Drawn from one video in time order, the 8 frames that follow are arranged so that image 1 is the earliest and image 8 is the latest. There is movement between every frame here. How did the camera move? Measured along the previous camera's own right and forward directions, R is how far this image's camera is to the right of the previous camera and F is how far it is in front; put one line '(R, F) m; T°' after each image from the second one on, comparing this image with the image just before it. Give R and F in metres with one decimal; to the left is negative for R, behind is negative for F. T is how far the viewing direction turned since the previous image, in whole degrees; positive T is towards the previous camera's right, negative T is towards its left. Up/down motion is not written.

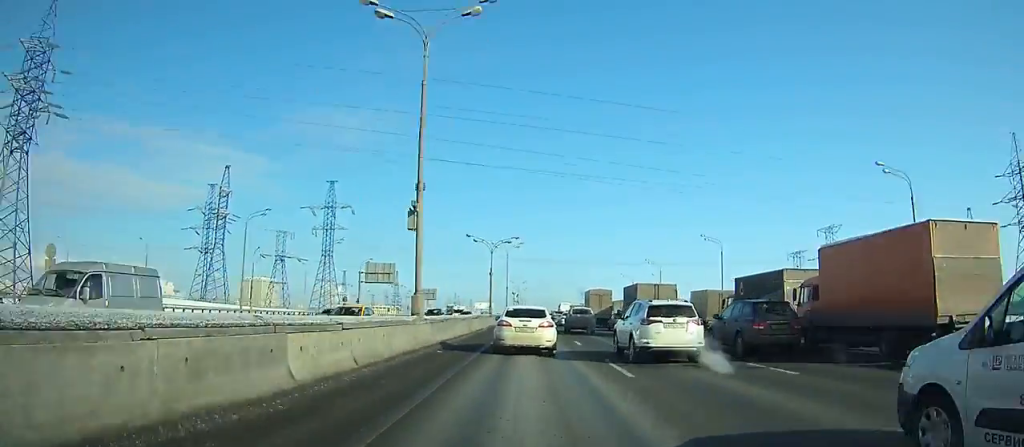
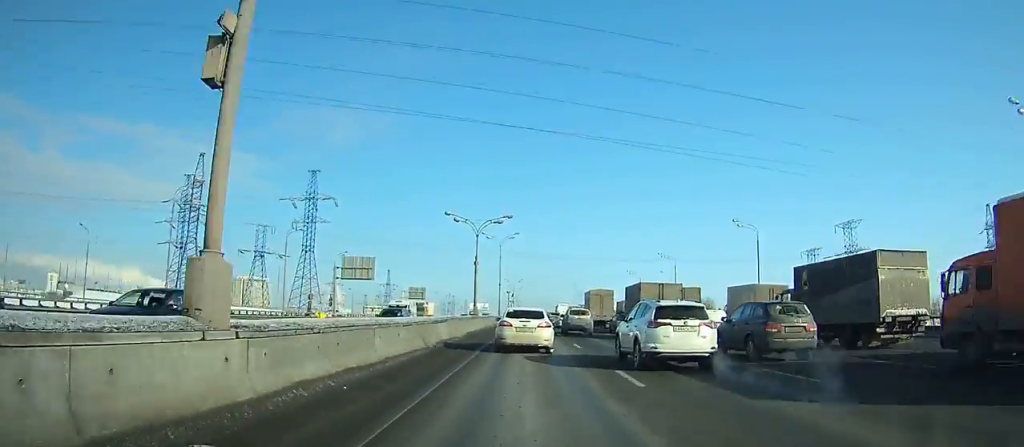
(0.0, +14.9) m; 0°
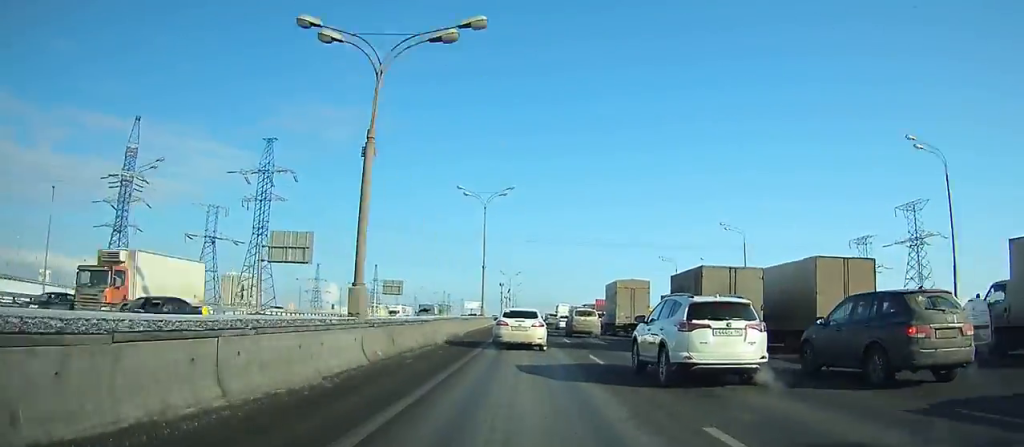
(+0.1, +32.5) m; 0°
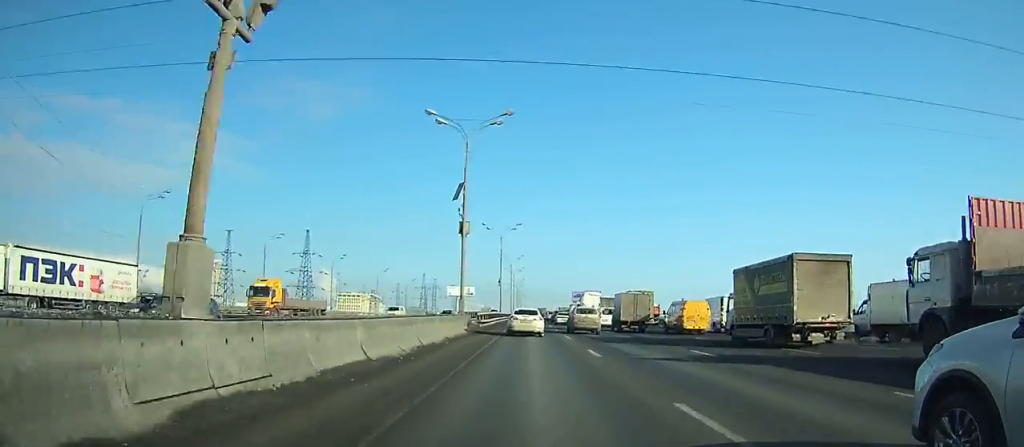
(+0.4, +112.7) m; 0°
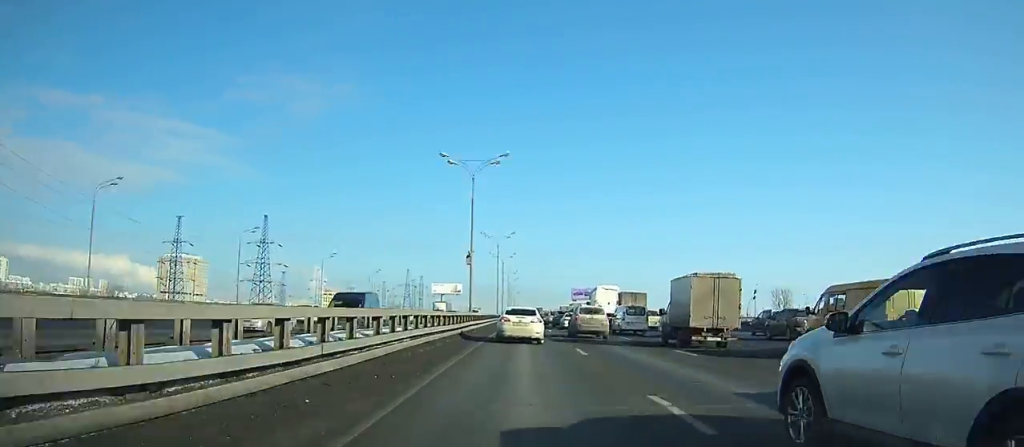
(-0.1, +30.5) m; 0°
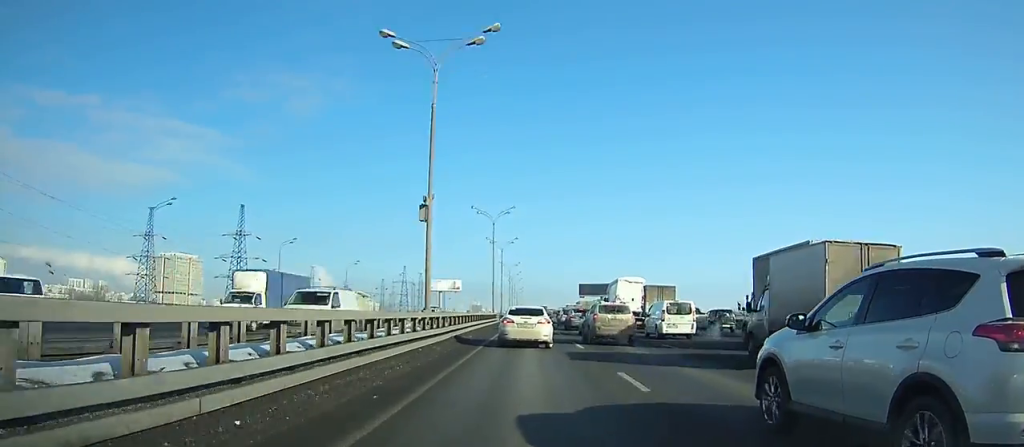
(0.0, +19.9) m; 0°
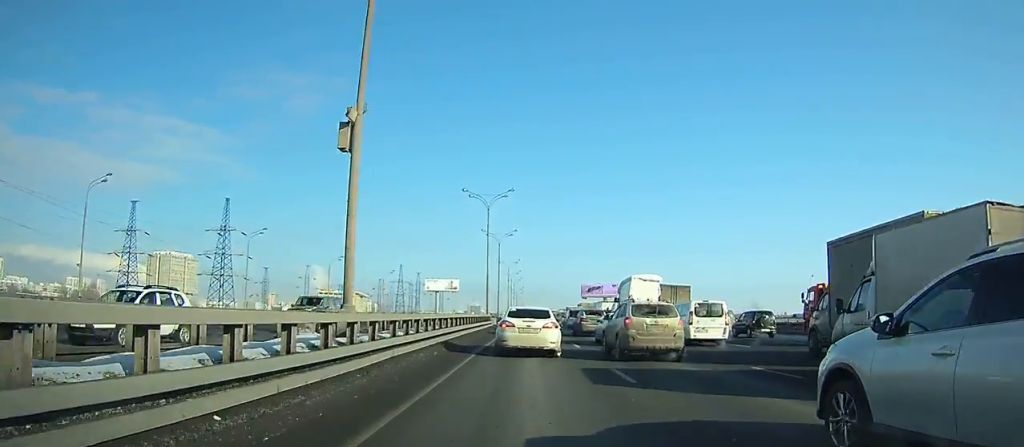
(0.0, +10.2) m; 0°
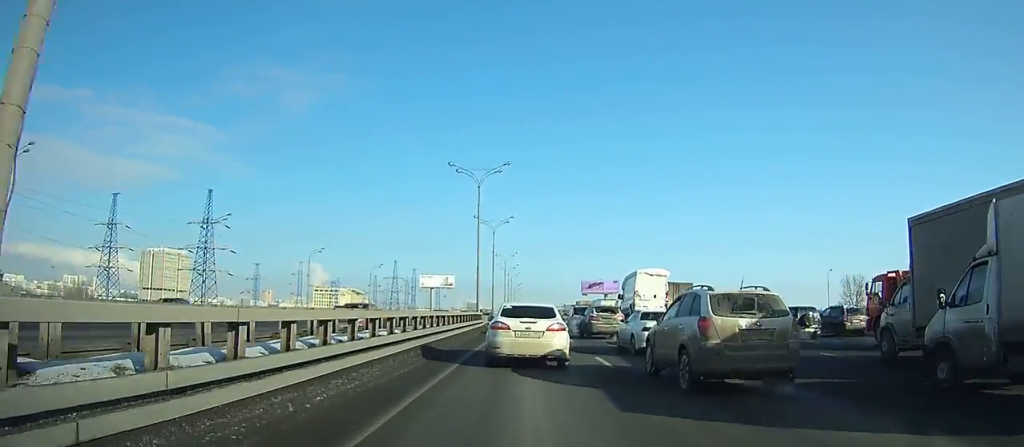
(0.0, +9.8) m; 0°
